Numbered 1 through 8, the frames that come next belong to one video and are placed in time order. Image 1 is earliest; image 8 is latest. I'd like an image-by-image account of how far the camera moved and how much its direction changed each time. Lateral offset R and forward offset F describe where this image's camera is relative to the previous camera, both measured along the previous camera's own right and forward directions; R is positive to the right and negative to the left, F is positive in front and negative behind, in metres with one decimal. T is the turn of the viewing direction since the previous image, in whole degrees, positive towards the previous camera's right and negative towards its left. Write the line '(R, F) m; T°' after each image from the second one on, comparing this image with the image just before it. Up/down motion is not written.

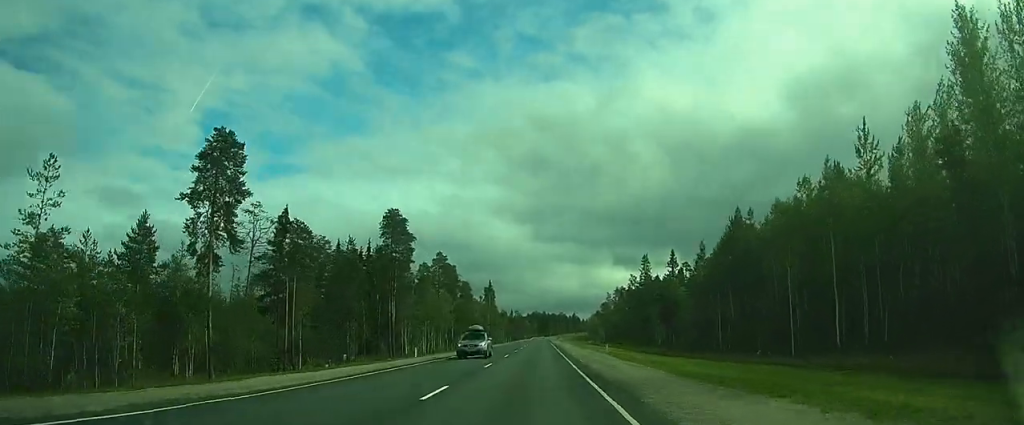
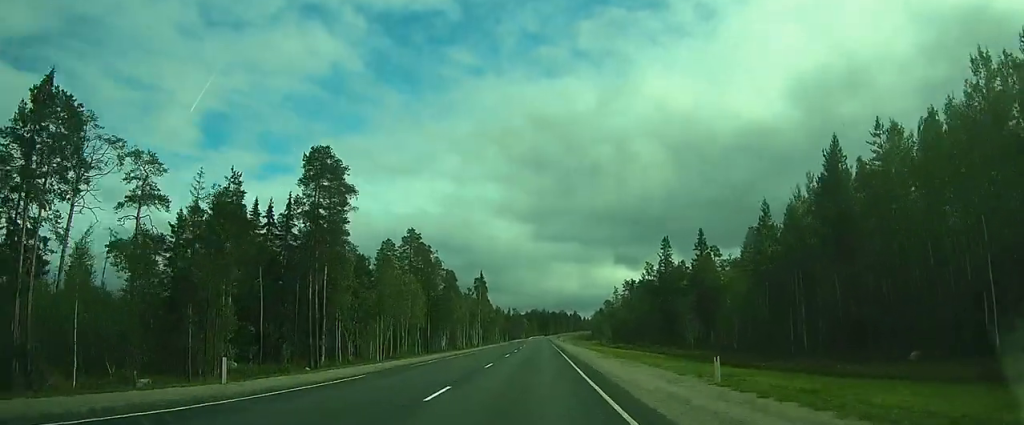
(0.0, +27.2) m; 0°
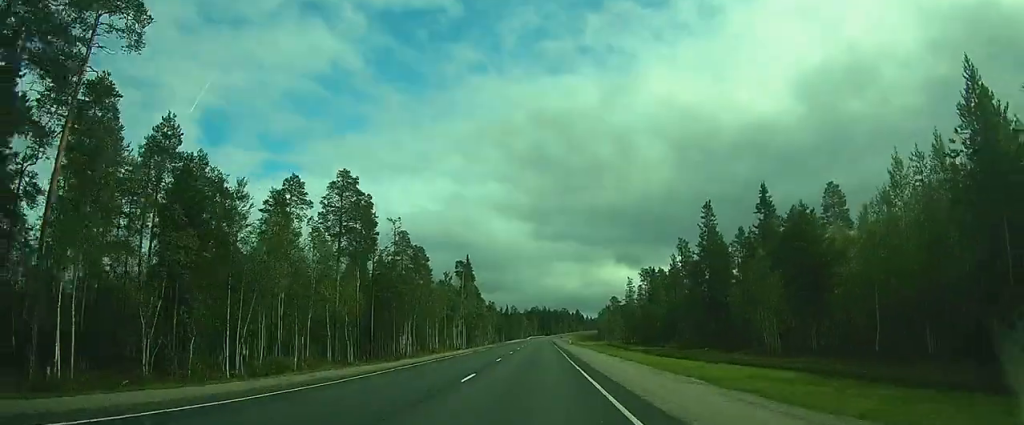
(-0.1, +34.8) m; -1°
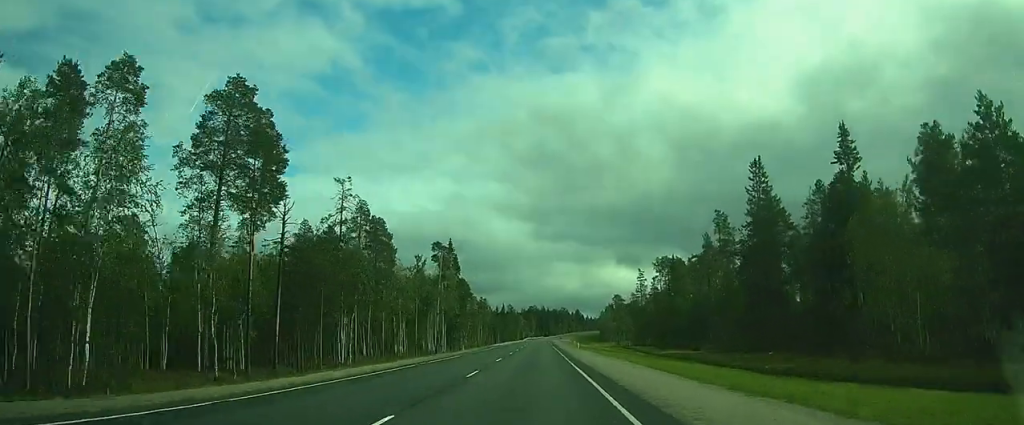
(-0.1, +24.4) m; 0°
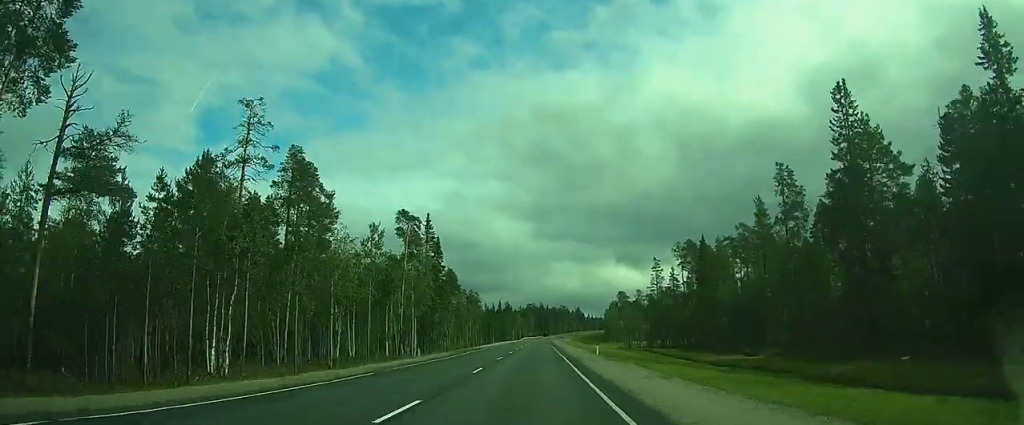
(0.0, +23.0) m; -1°
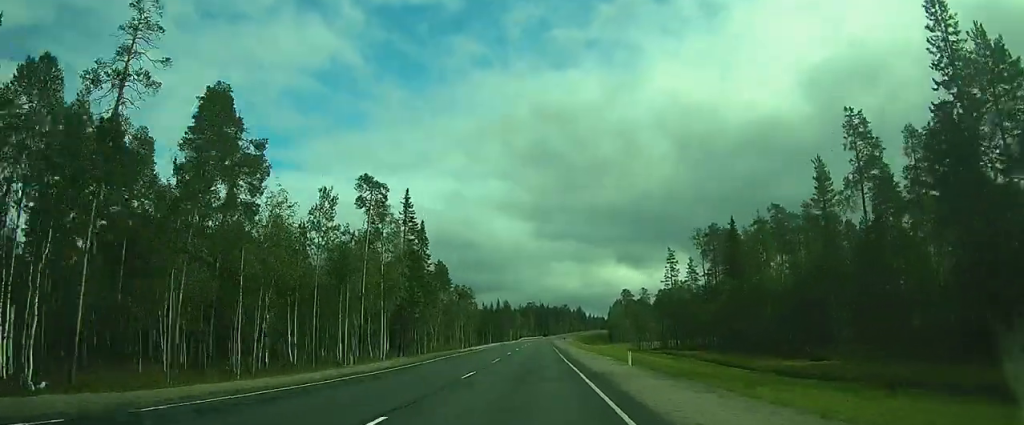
(0.0, +15.1) m; 0°
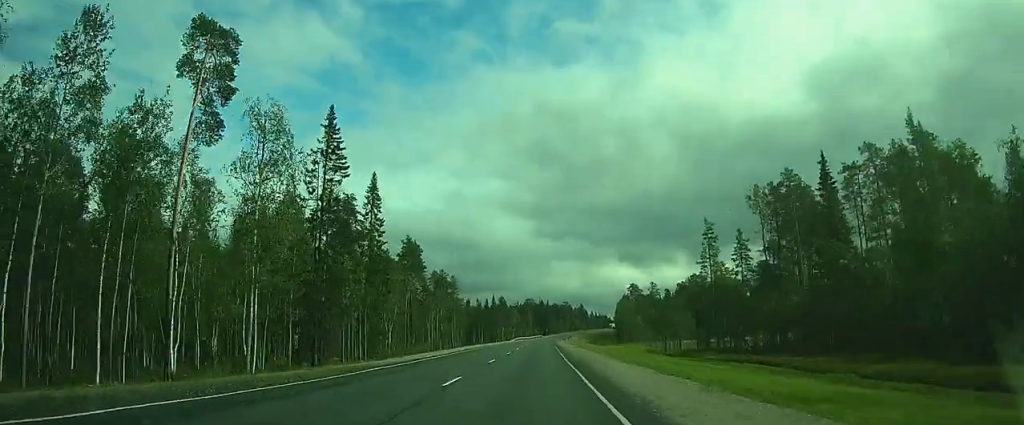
(-0.3, +28.2) m; -1°
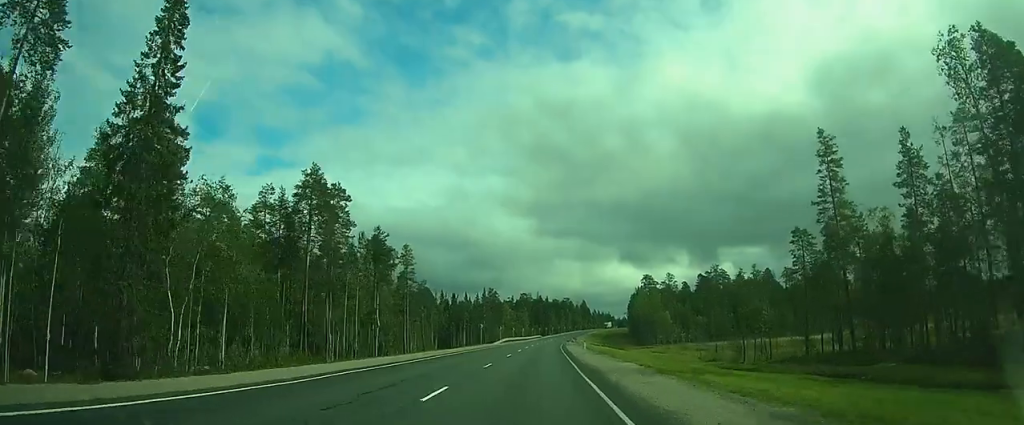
(-1.0, +40.0) m; -3°
